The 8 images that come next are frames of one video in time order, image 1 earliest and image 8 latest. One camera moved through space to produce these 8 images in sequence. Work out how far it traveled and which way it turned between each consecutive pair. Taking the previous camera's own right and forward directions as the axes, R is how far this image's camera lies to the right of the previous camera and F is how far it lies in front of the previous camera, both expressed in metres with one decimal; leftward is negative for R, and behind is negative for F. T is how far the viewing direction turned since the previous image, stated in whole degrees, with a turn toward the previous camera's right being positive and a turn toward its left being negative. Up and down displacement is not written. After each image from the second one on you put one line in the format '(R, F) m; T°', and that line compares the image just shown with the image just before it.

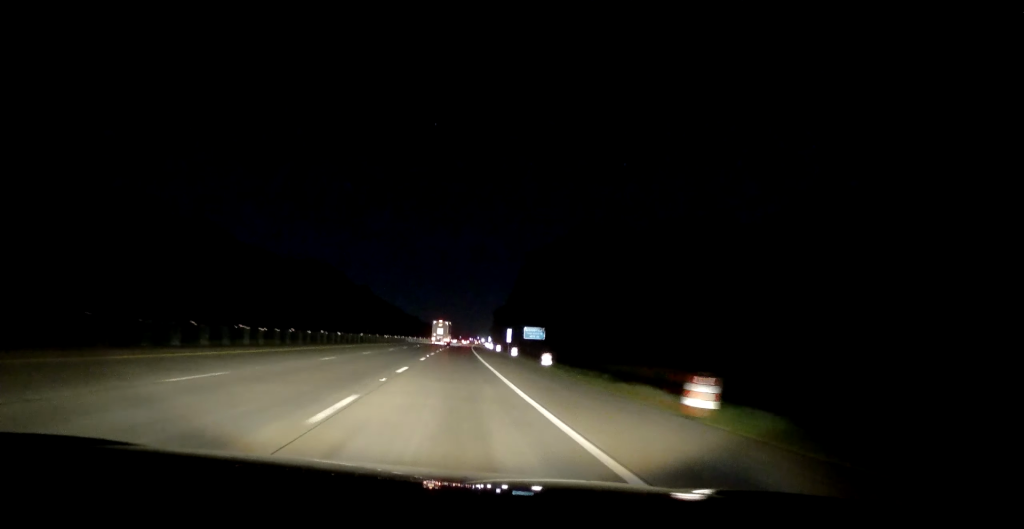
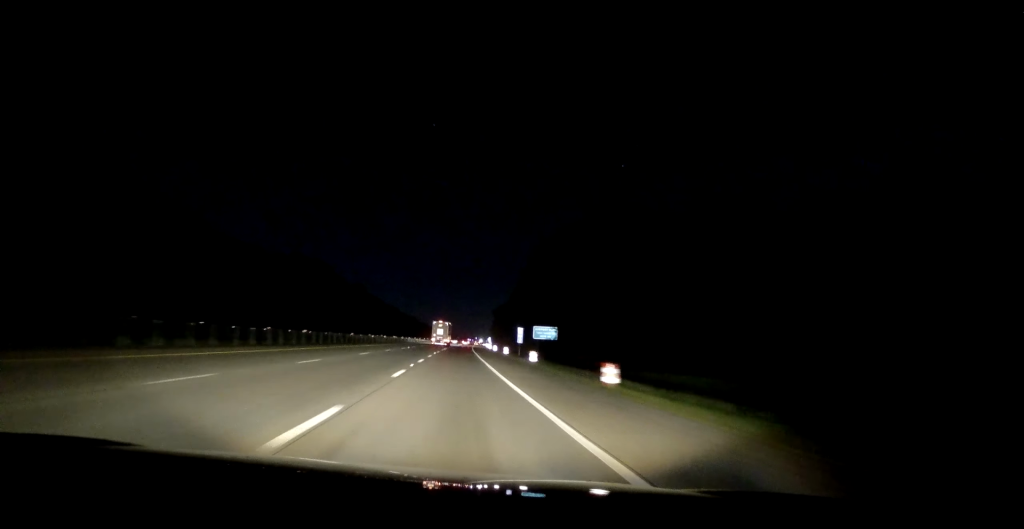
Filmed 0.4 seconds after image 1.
(0.0, +14.4) m; 0°
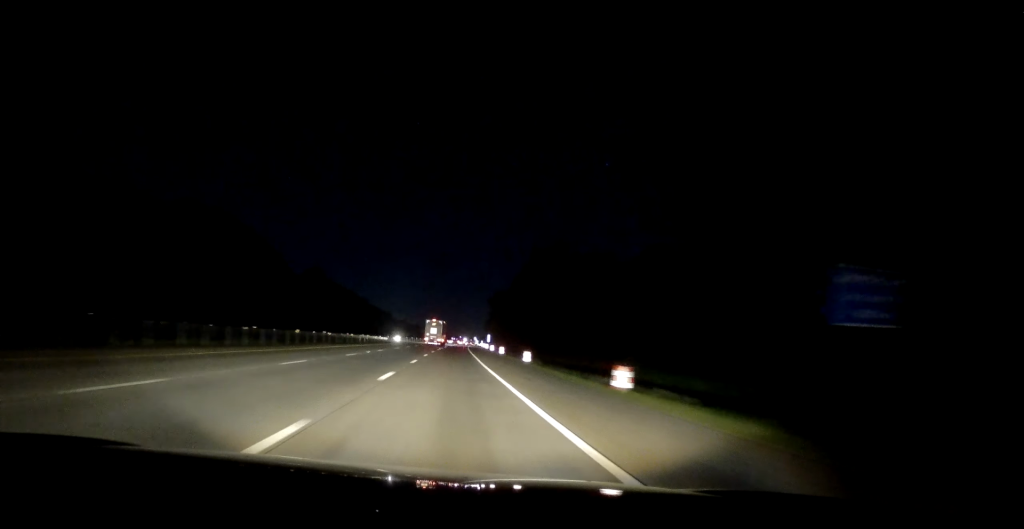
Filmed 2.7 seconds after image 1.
(-0.1, +76.2) m; +1°
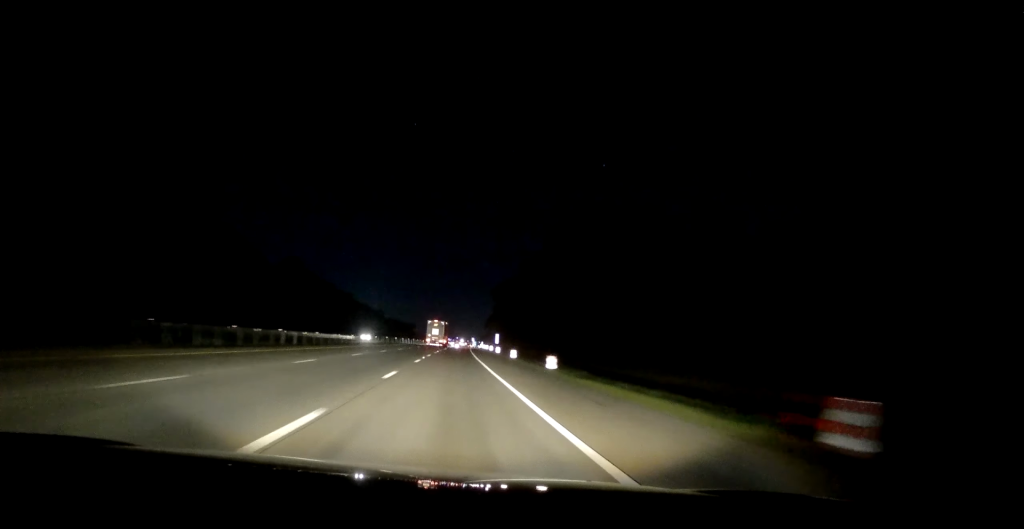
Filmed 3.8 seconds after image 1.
(+0.5, +35.2) m; +1°
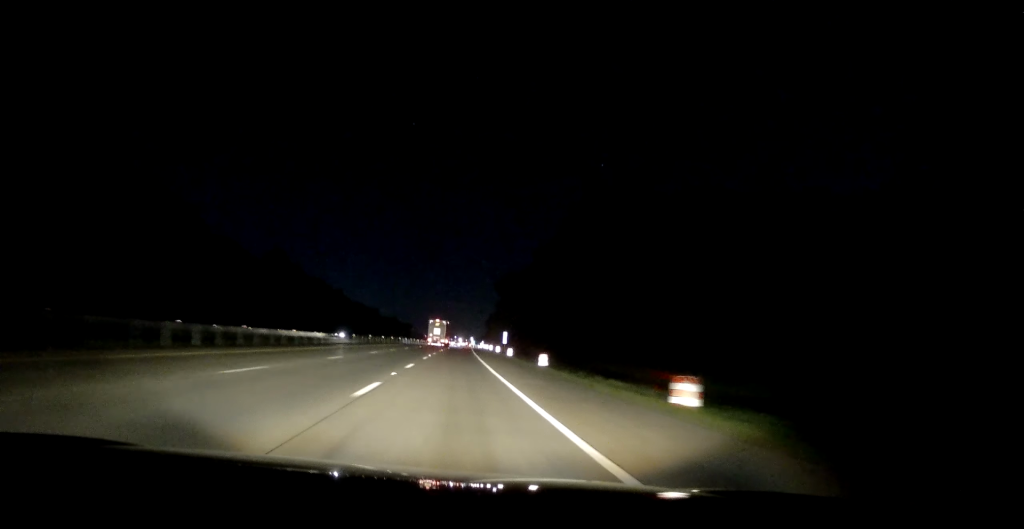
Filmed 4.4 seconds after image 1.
(+0.1, +18.7) m; 0°
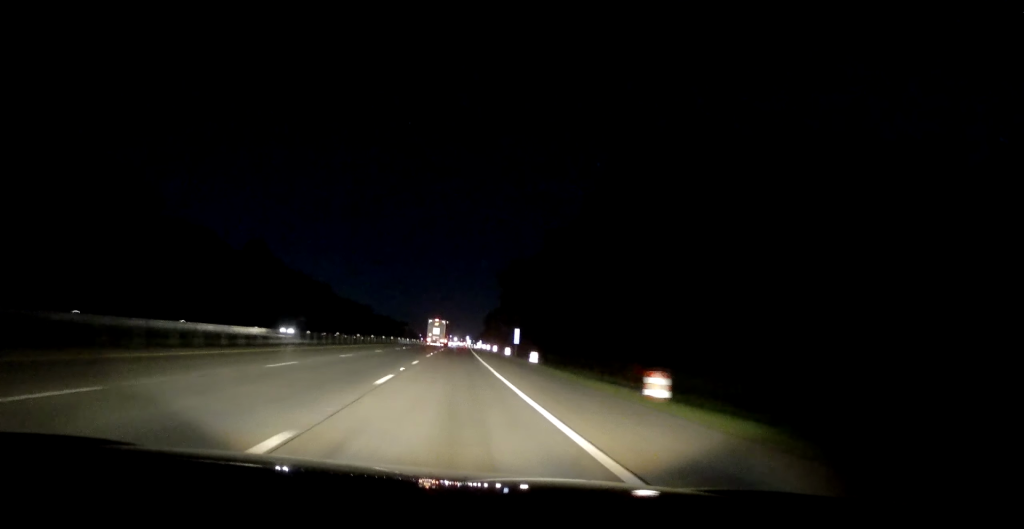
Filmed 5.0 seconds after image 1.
(+0.1, +21.0) m; 0°
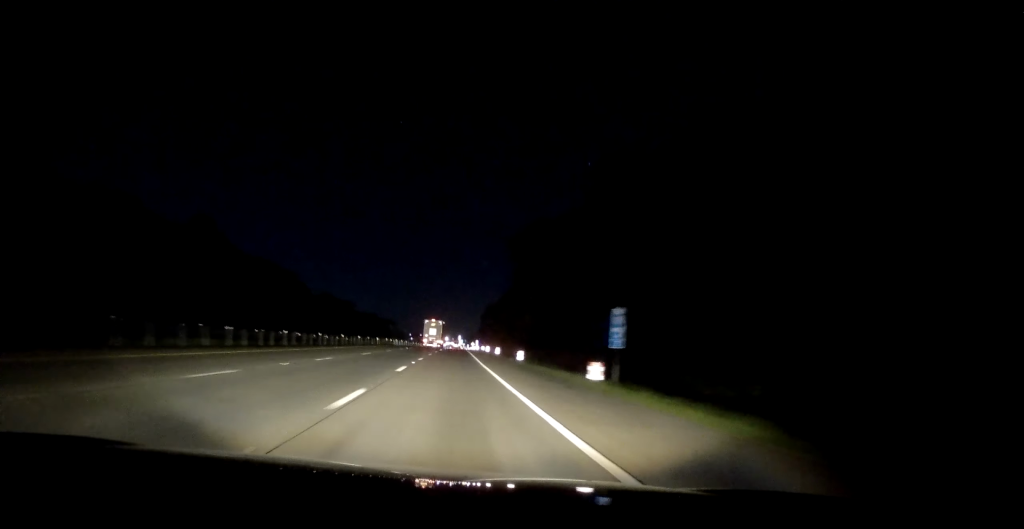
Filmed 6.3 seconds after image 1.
(+0.1, +42.0) m; +1°
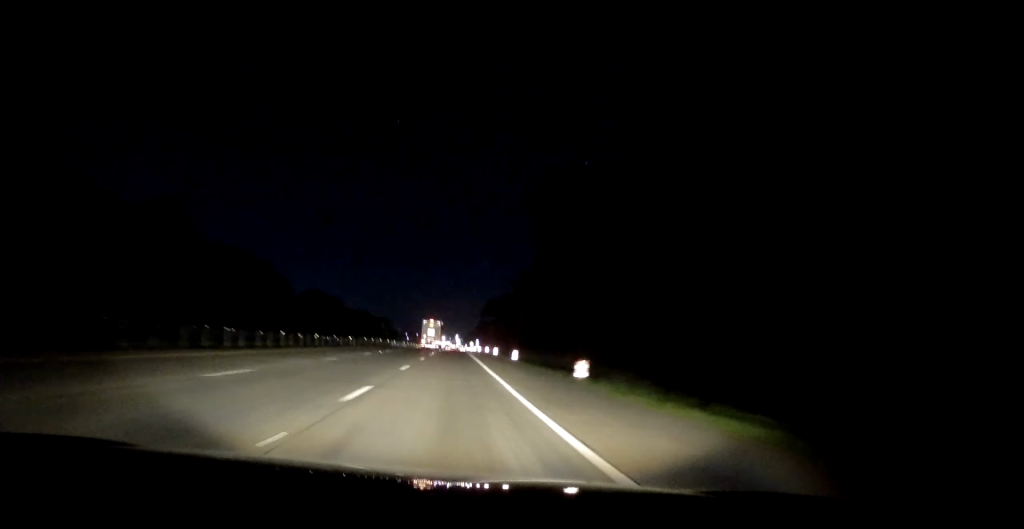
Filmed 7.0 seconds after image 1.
(+0.4, +23.1) m; 0°
